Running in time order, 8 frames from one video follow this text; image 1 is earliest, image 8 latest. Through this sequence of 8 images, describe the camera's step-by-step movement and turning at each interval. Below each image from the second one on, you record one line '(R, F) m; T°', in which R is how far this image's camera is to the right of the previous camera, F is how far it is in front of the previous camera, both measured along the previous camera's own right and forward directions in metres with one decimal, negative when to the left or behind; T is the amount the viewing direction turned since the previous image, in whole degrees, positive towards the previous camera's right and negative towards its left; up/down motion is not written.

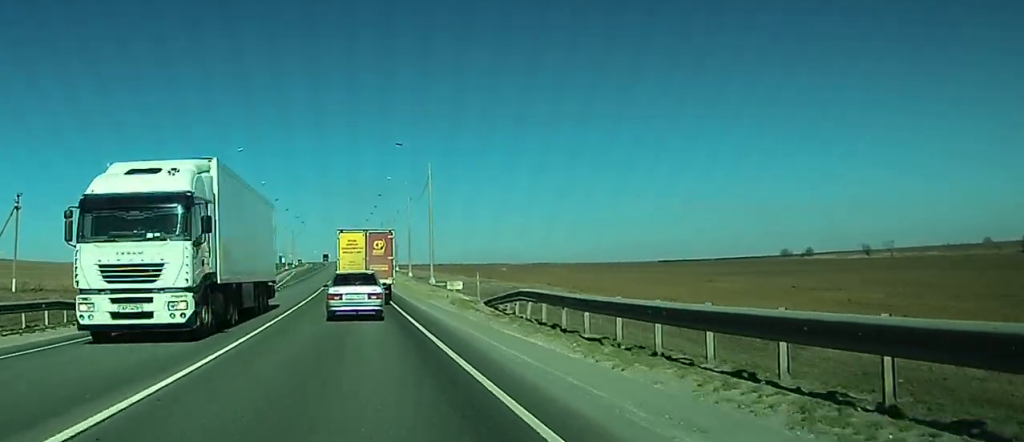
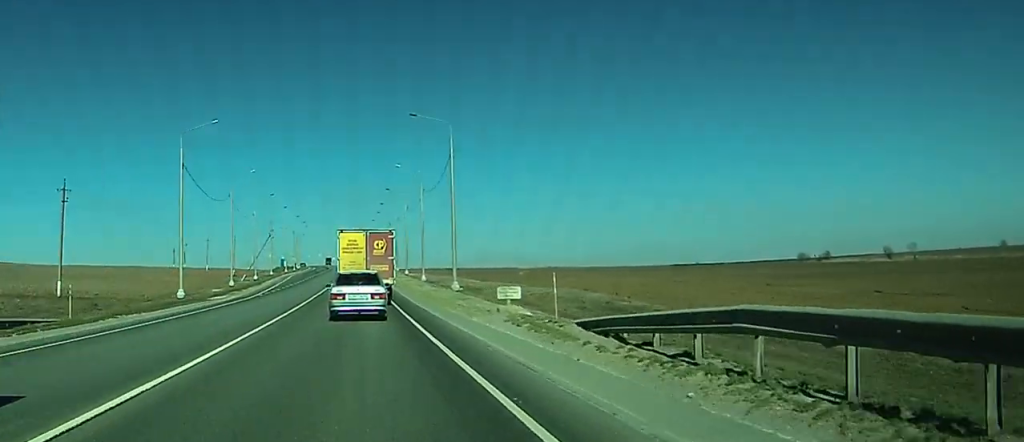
(-0.5, +14.3) m; -2°
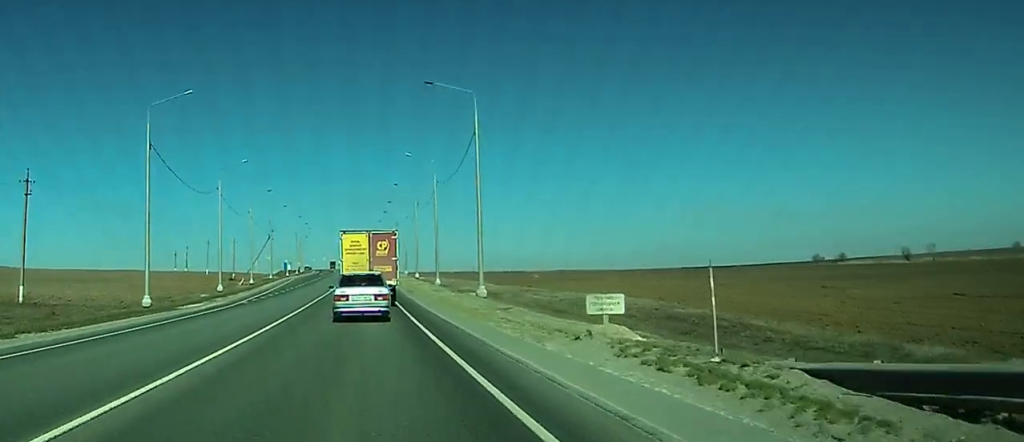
(0.0, +10.3) m; 0°
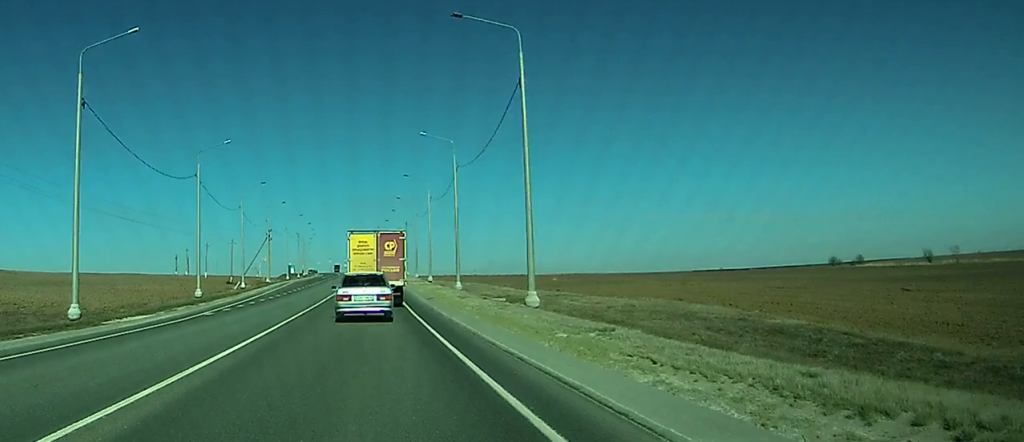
(-0.1, +12.6) m; 0°
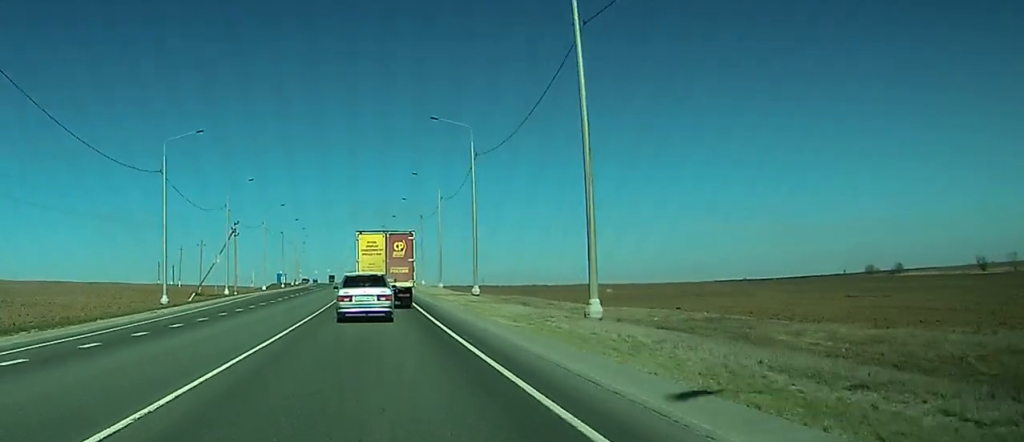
(-0.4, +38.0) m; -1°
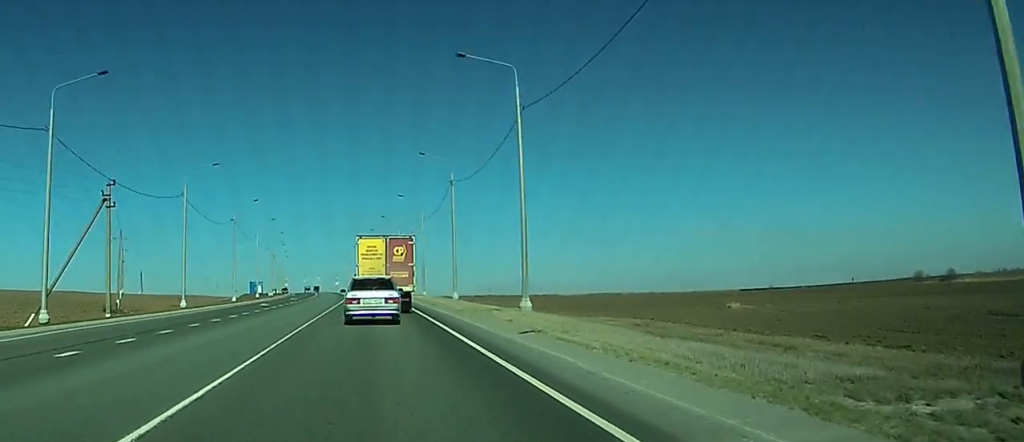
(0.0, +47.6) m; +1°
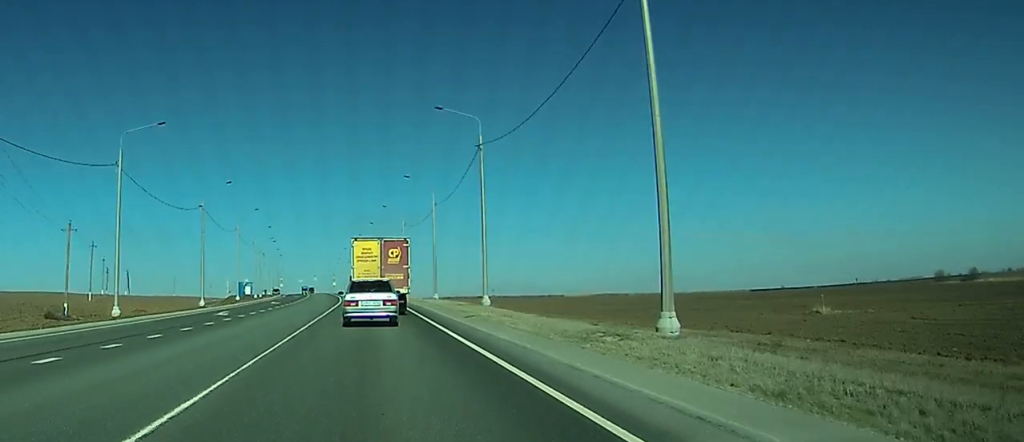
(+0.1, +17.6) m; 0°
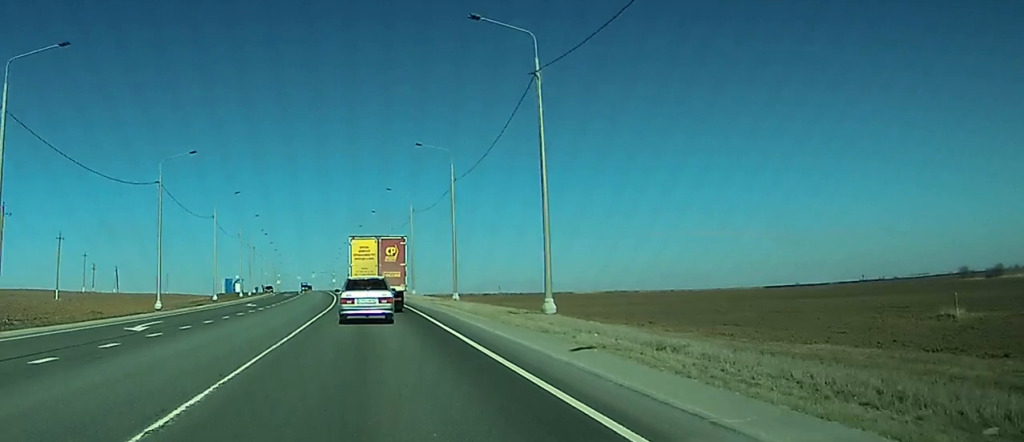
(0.0, +16.6) m; 0°
